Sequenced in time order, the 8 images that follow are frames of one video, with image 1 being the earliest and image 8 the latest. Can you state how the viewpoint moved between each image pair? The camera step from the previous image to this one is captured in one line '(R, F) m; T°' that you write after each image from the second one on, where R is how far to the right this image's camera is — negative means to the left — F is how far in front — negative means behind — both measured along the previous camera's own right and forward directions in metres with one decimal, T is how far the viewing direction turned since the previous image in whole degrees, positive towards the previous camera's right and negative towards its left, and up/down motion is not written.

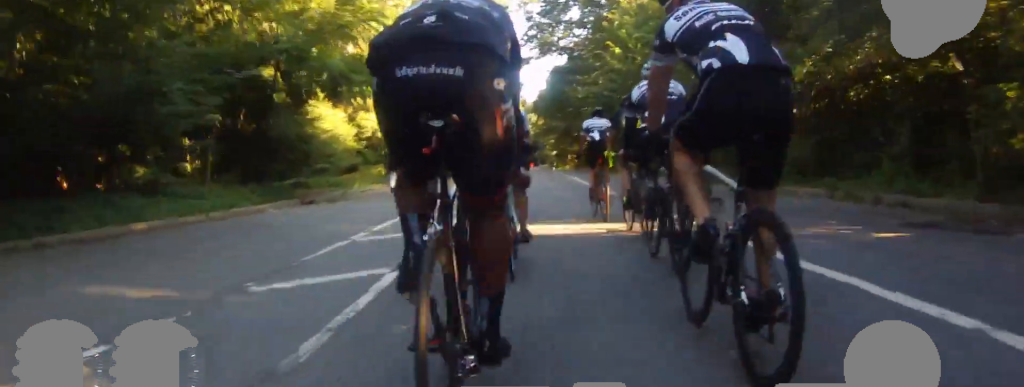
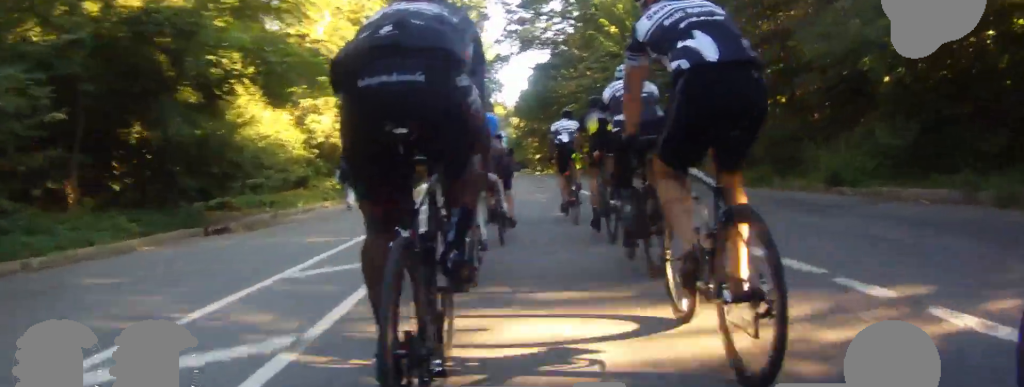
(-0.1, +4.9) m; -1°
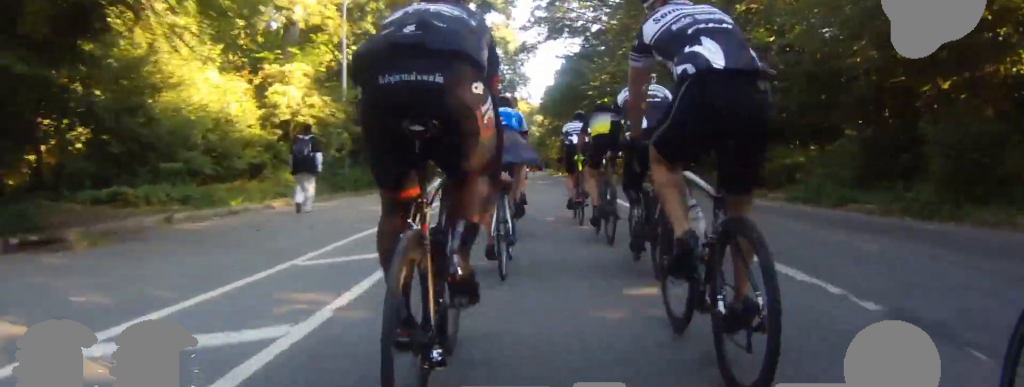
(0.0, +6.4) m; 0°
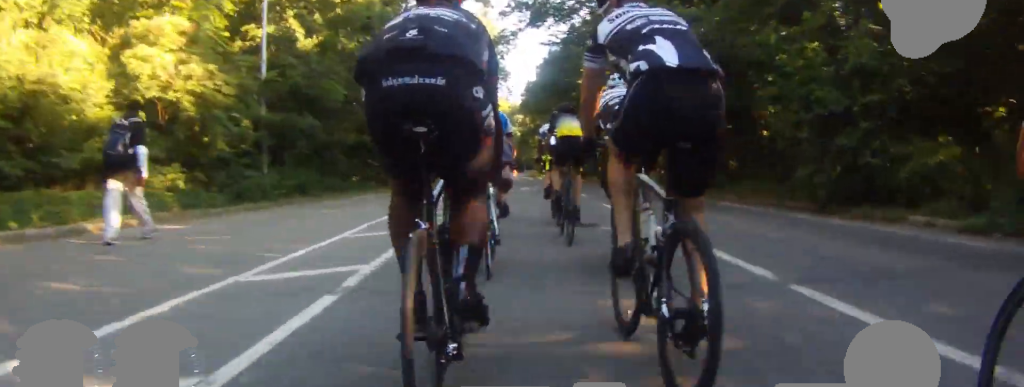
(0.0, +6.9) m; 0°
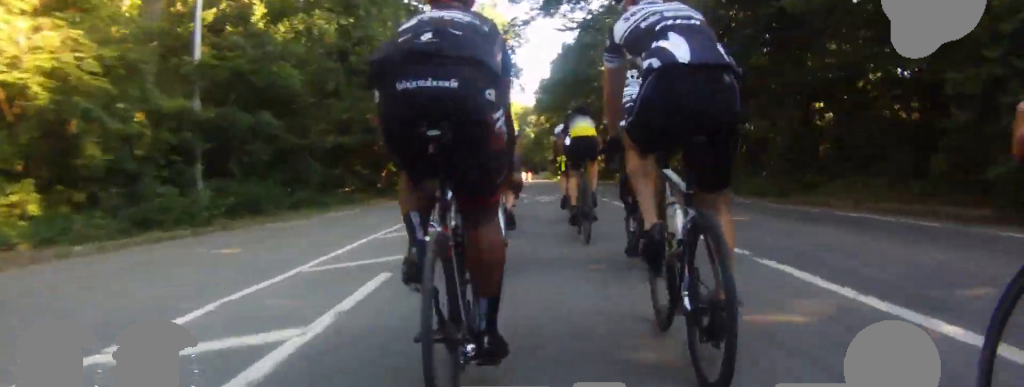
(0.0, +5.1) m; +1°
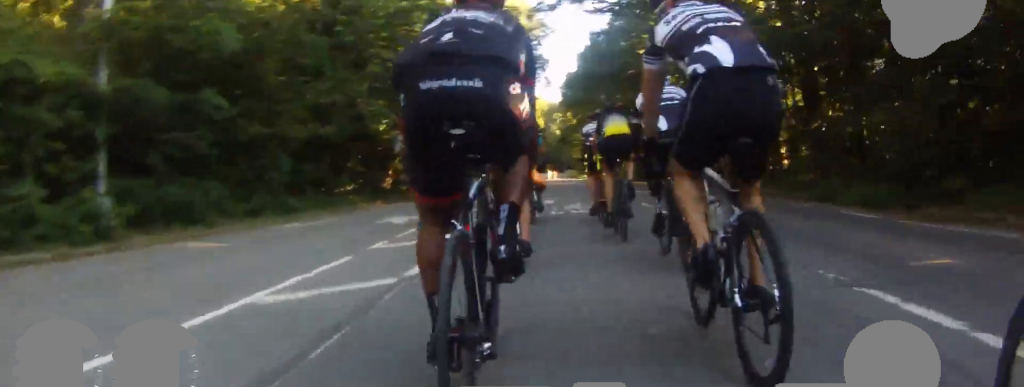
(-0.1, +4.5) m; +2°
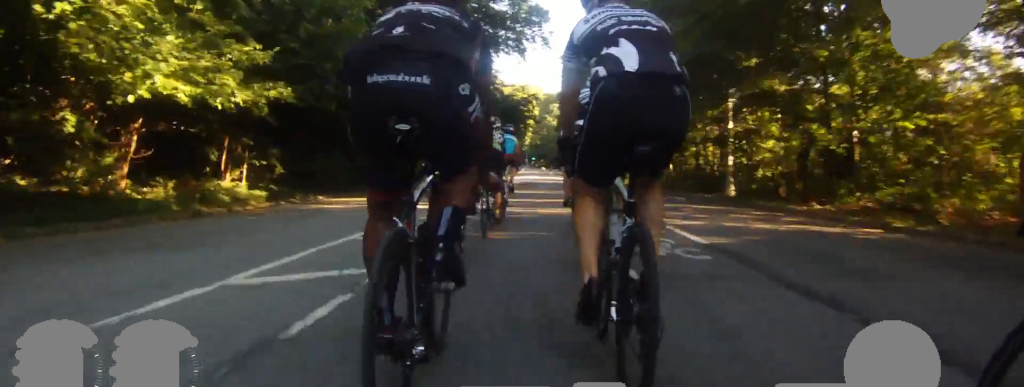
(+0.1, +20.0) m; -2°
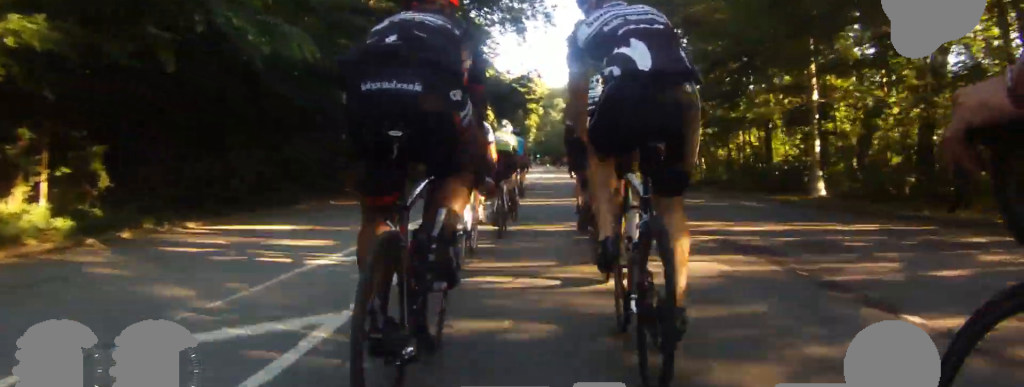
(0.0, +6.5) m; +1°
